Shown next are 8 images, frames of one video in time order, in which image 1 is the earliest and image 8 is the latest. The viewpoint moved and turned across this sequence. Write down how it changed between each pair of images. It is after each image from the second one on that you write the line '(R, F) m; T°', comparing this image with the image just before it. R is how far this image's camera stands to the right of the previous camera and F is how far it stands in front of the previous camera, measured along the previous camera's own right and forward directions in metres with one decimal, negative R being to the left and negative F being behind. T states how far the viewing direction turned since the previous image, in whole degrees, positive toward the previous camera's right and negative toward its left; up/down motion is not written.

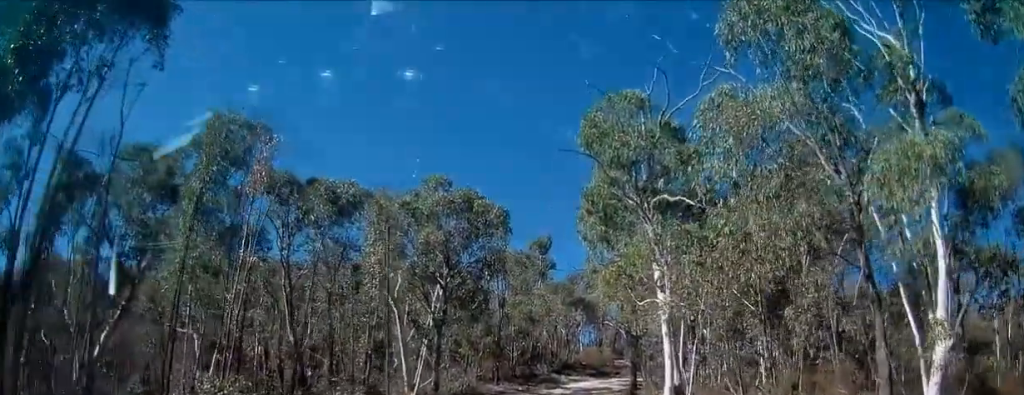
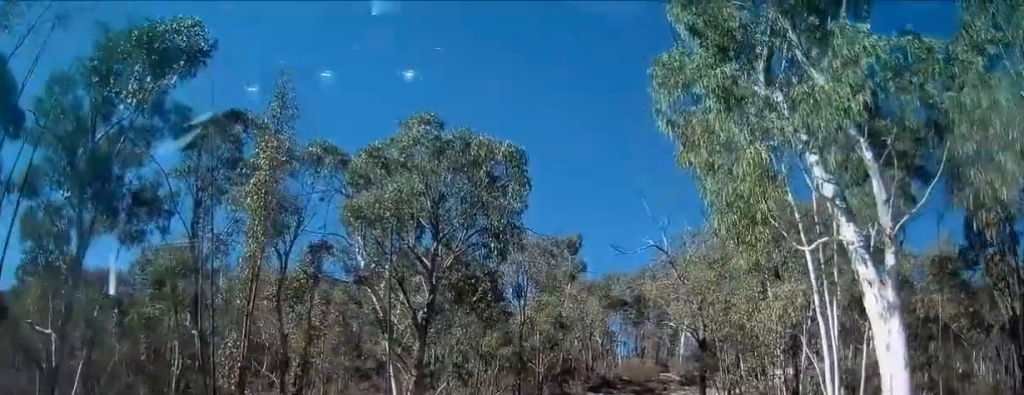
(0.0, +7.8) m; -1°
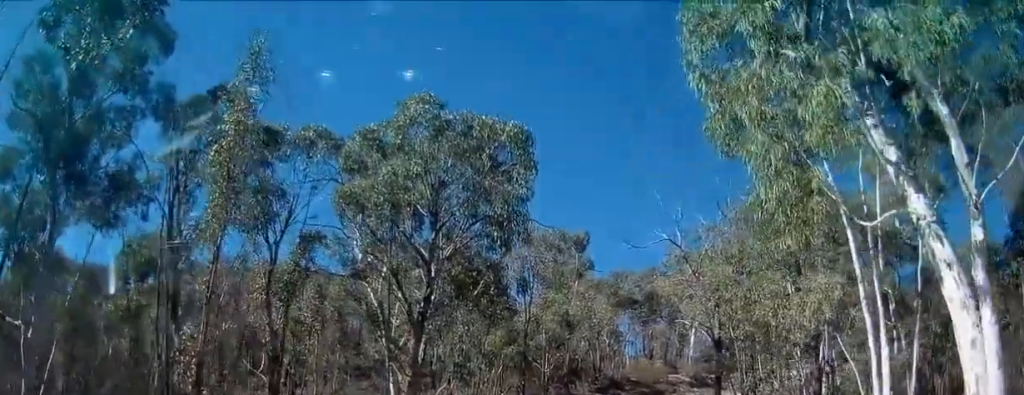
(-0.1, +1.3) m; -1°
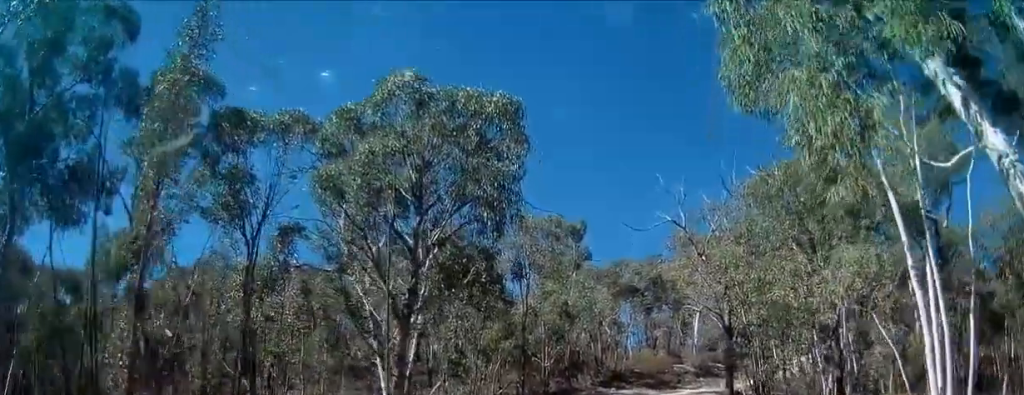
(+0.1, +1.5) m; +1°
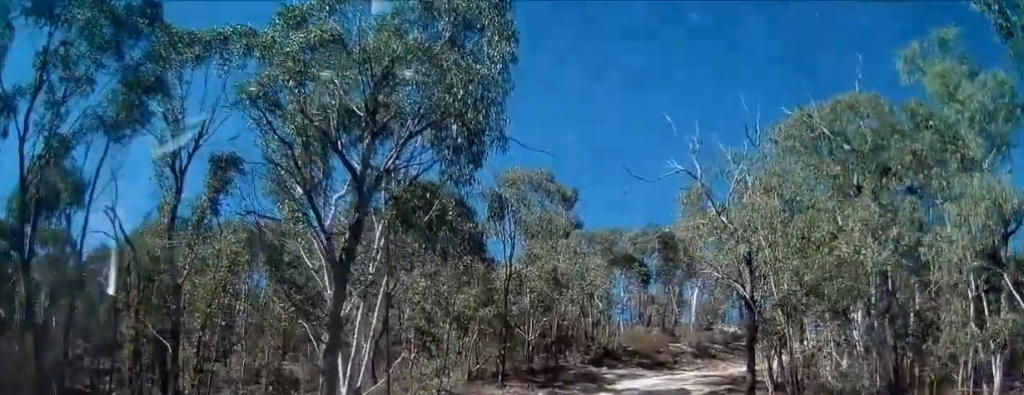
(+0.1, +3.7) m; 0°
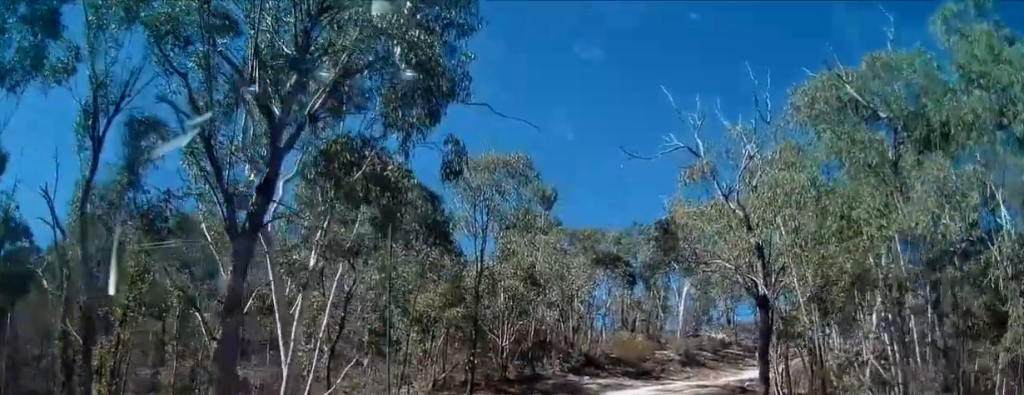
(-0.1, +3.0) m; +1°
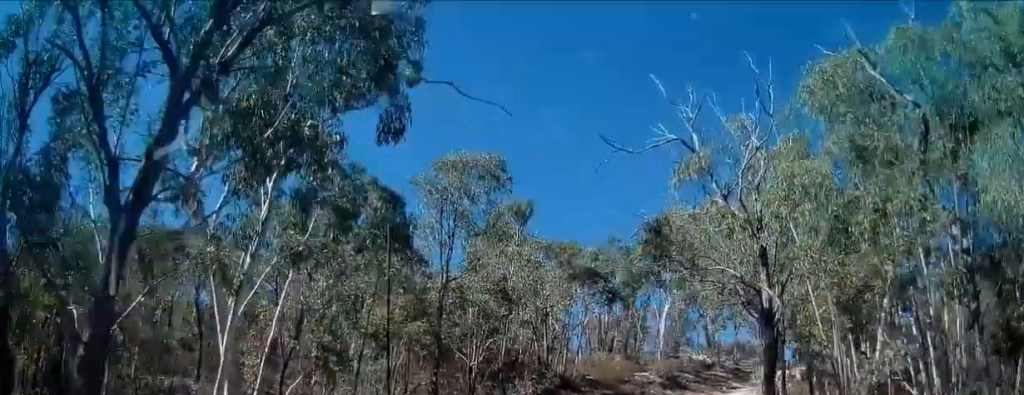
(-0.1, +2.1) m; +2°
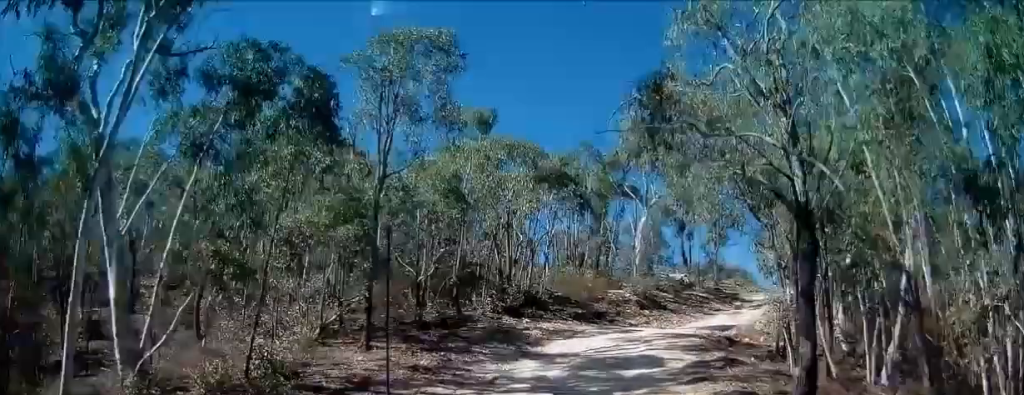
(+0.3, +3.6) m; +2°
